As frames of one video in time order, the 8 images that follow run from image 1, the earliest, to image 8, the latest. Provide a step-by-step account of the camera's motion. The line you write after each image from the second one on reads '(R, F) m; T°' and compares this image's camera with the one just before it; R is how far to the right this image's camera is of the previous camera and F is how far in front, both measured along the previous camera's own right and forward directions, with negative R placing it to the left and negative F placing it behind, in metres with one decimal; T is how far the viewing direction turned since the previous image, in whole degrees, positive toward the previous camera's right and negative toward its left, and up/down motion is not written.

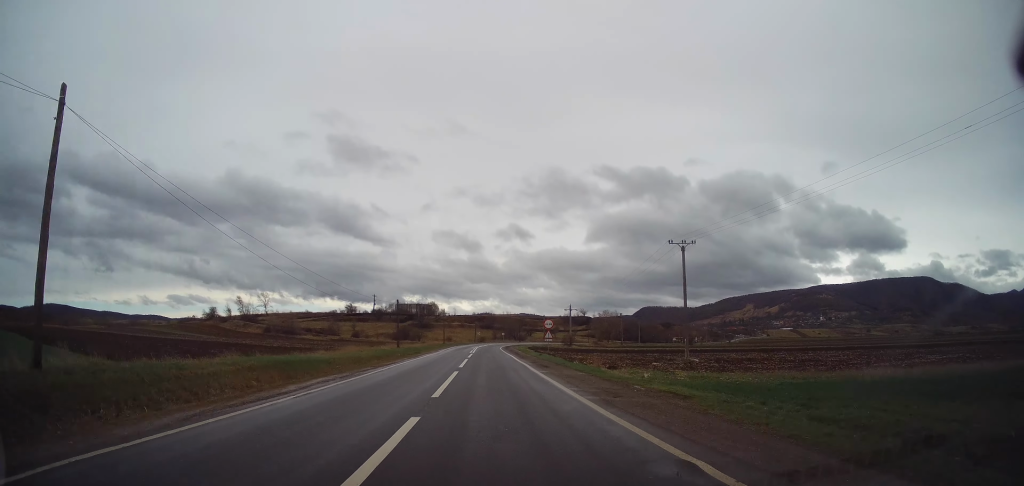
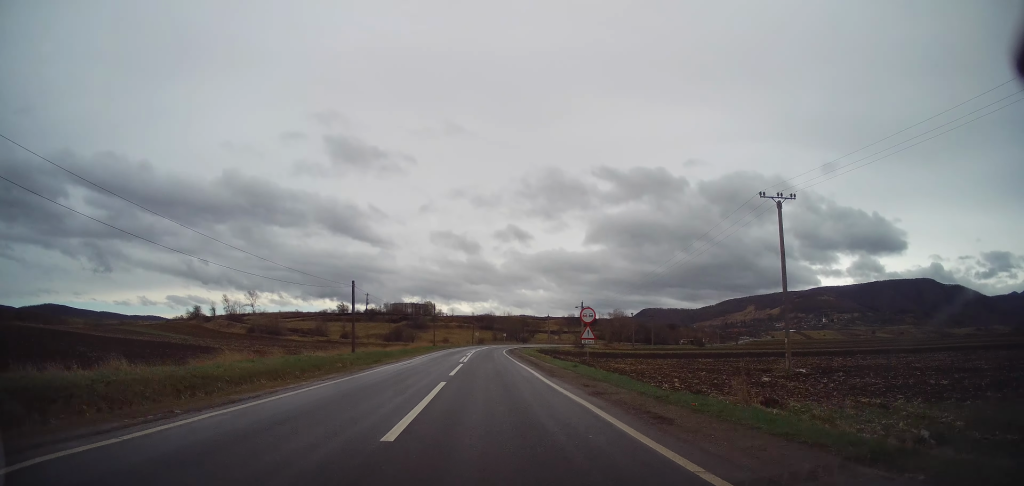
(0.0, +17.1) m; 0°
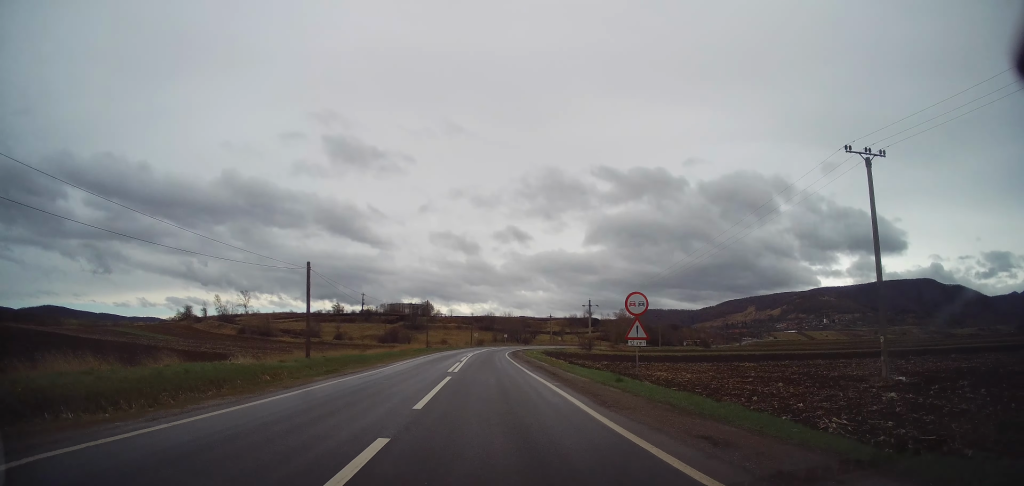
(+0.1, +8.8) m; 0°
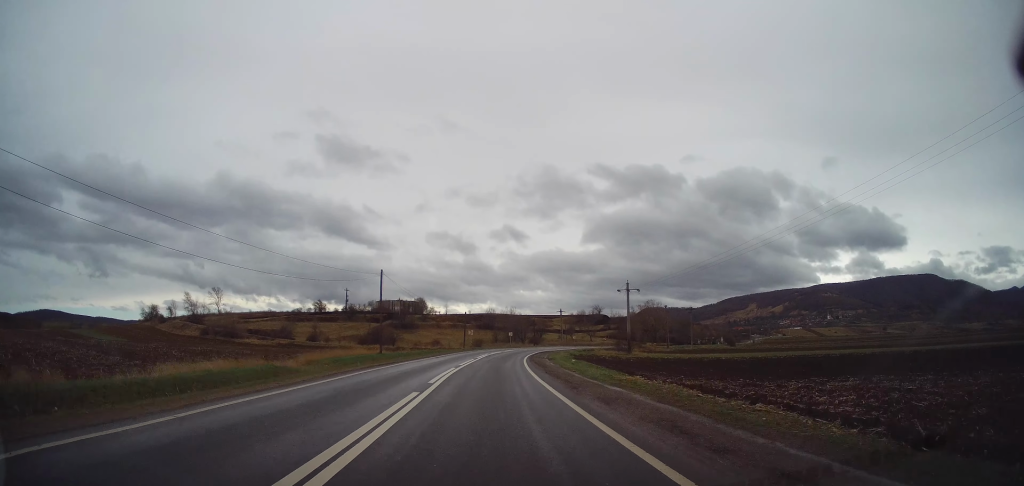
(-0.4, +30.5) m; 0°
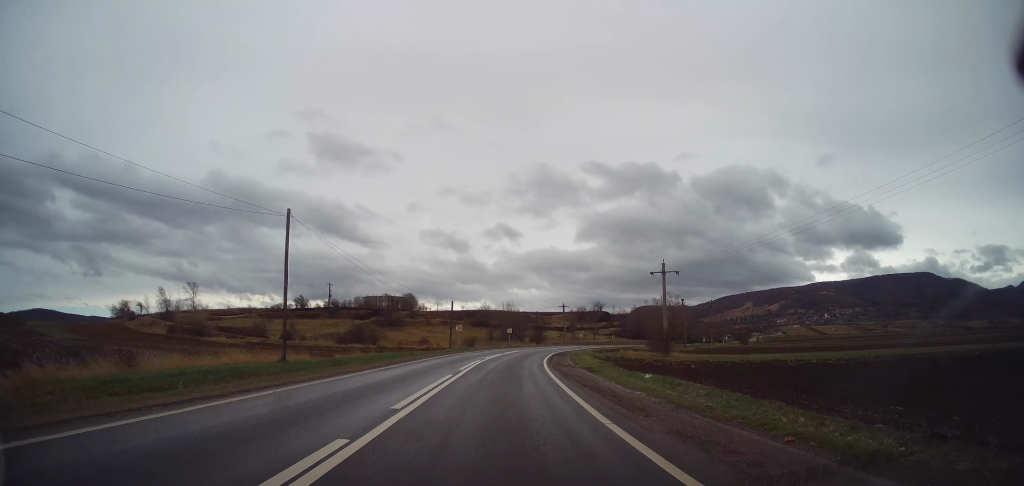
(+0.3, +18.6) m; +1°
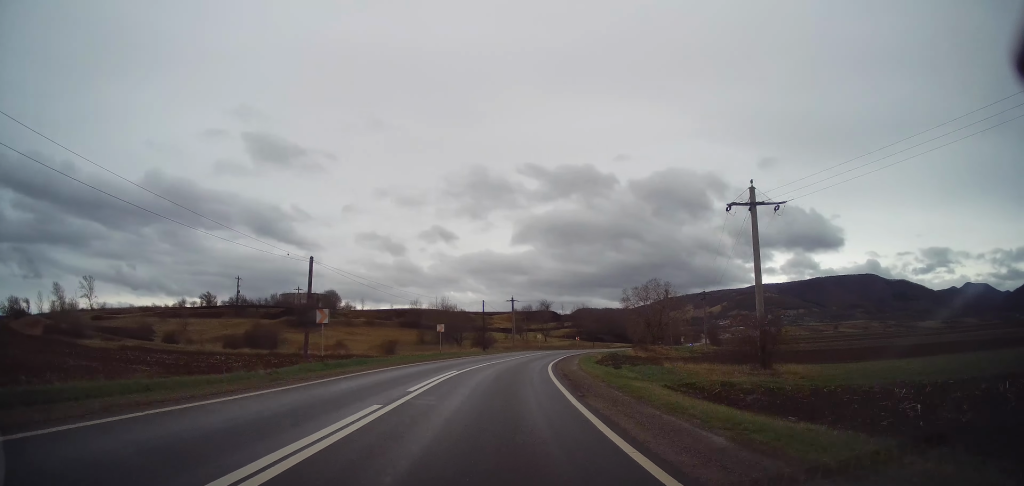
(+1.2, +32.1) m; +6°
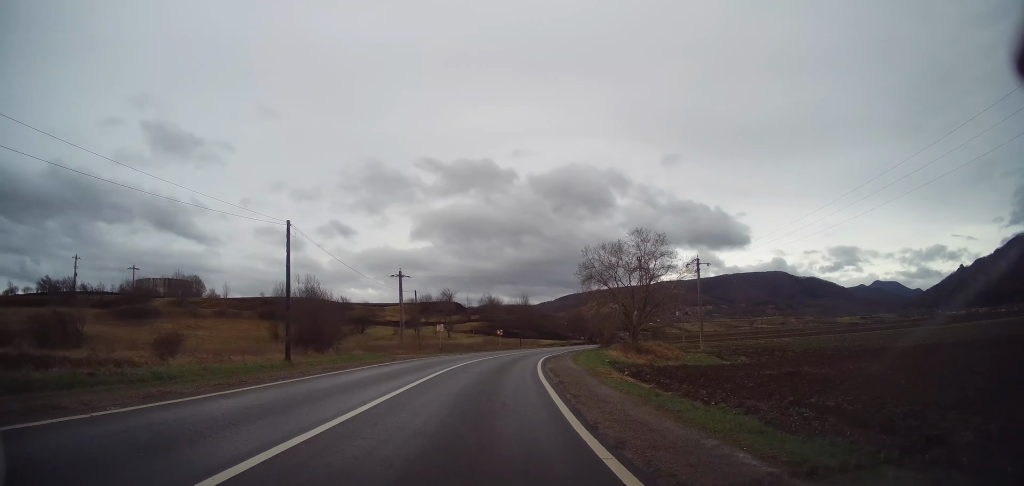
(+3.4, +40.2) m; +9°
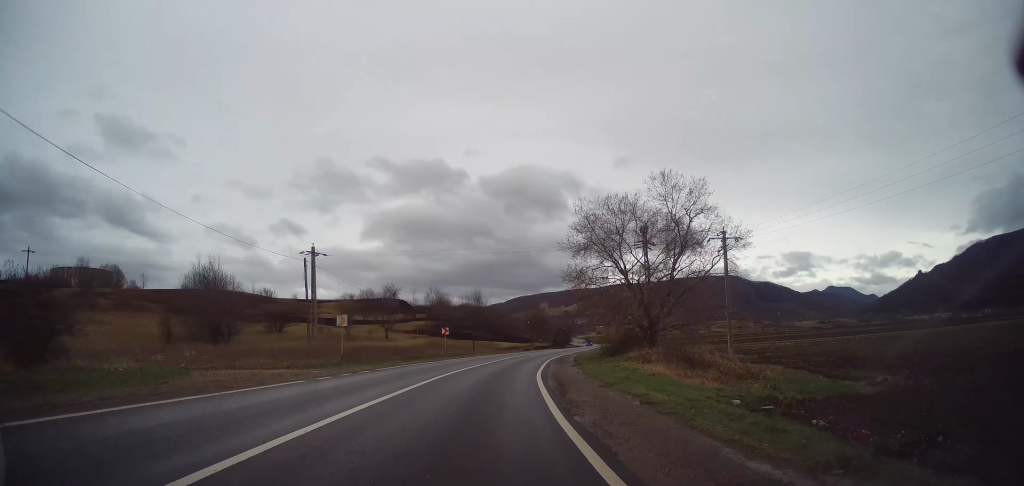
(+0.6, +21.2) m; +5°
